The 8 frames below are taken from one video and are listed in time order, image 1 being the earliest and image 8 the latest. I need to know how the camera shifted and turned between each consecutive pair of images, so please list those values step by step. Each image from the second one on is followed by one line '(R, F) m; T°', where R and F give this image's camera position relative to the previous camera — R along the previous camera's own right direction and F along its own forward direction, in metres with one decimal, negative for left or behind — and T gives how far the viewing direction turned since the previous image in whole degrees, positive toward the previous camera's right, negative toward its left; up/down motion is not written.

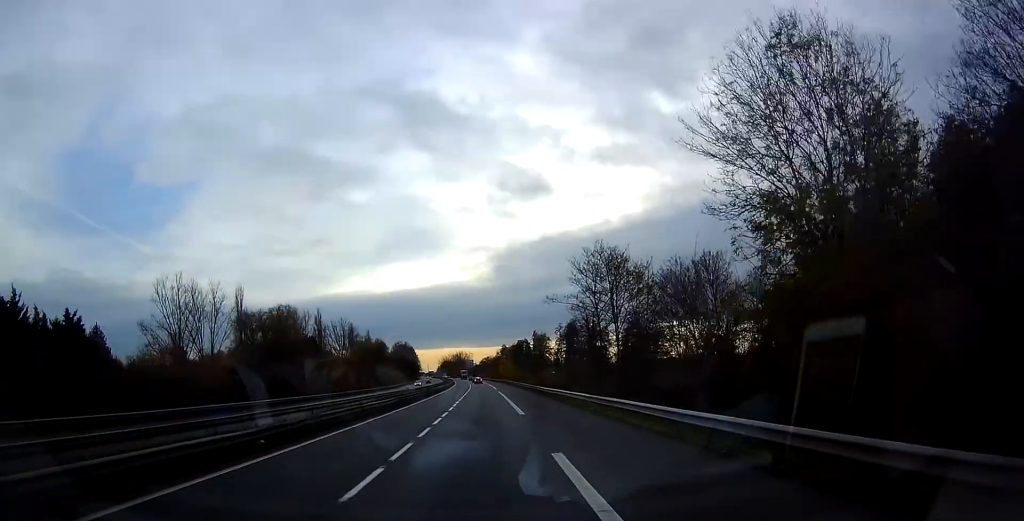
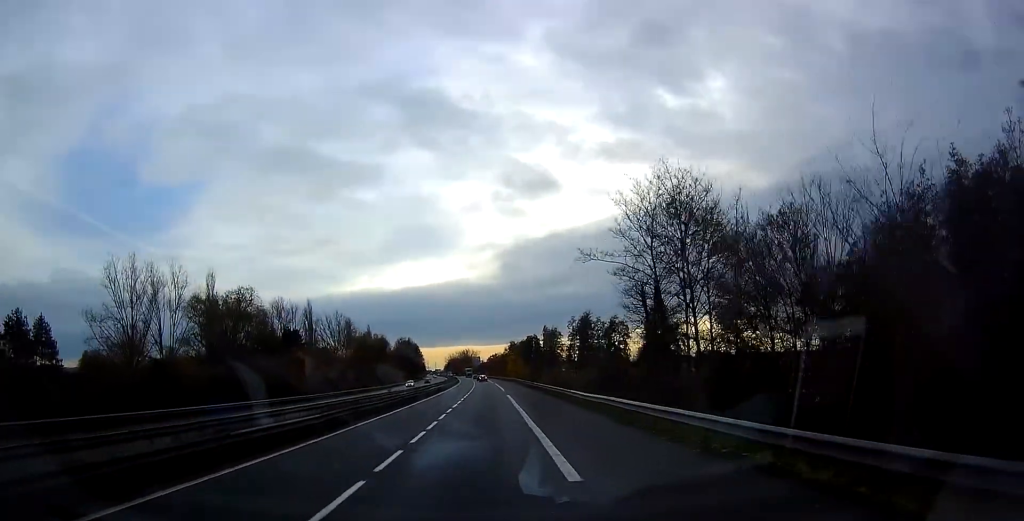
(-0.3, +16.3) m; -1°
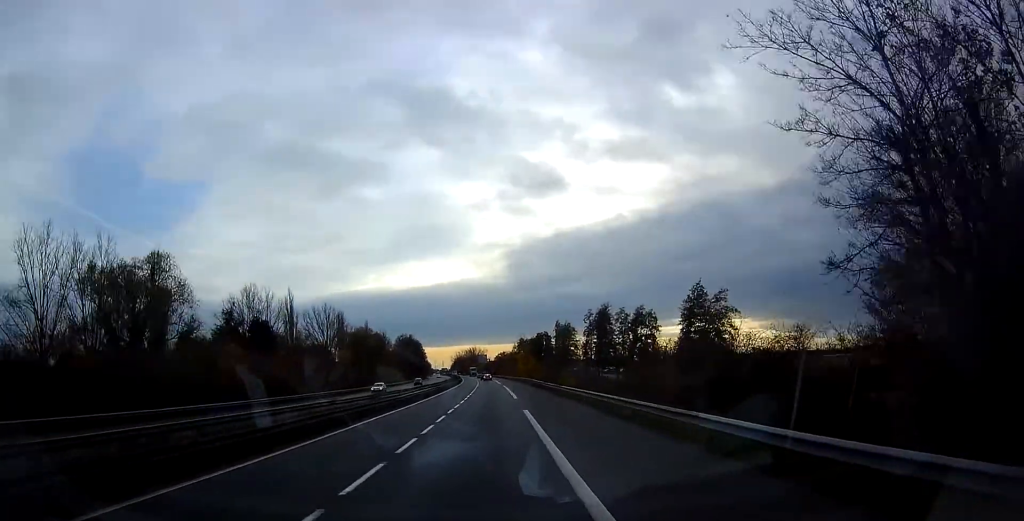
(-0.2, +21.4) m; -1°
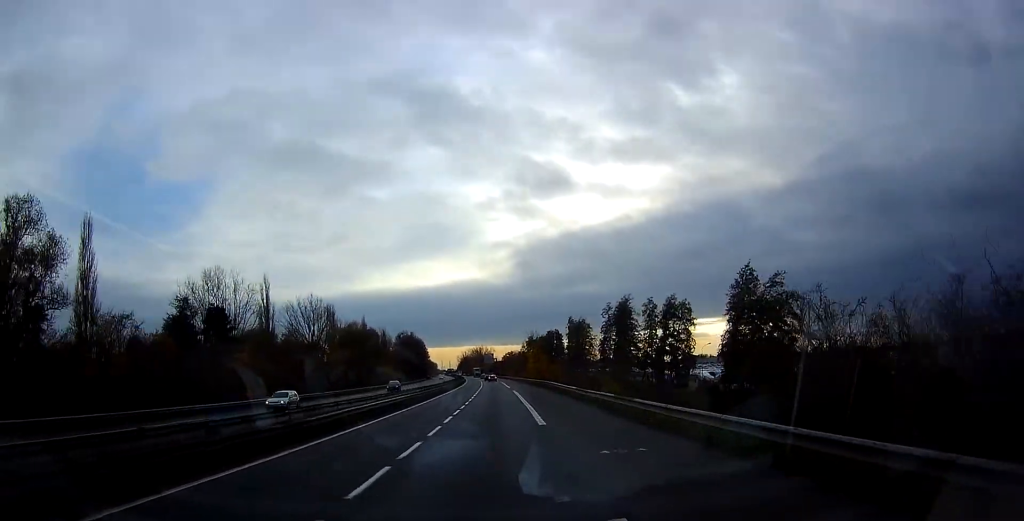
(+0.1, +19.9) m; 0°
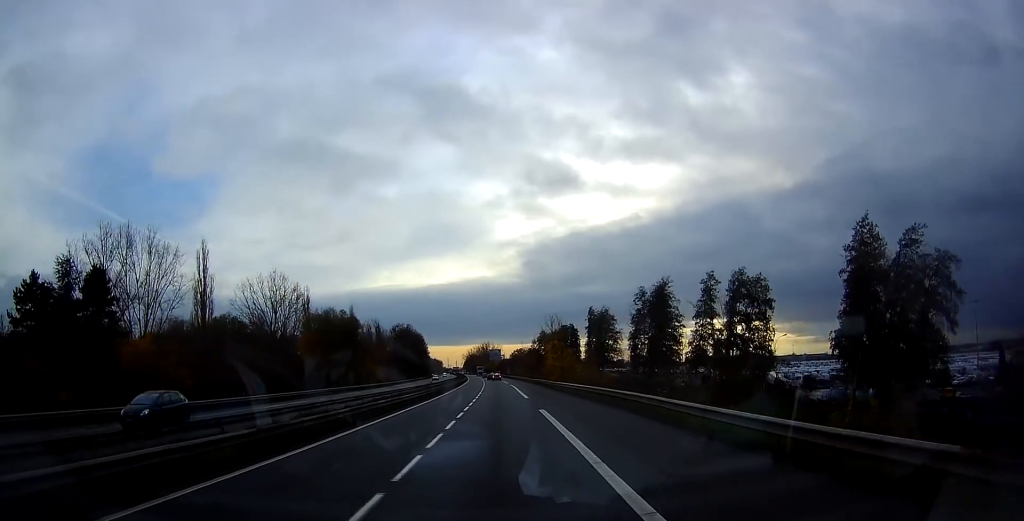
(-0.3, +31.6) m; -1°
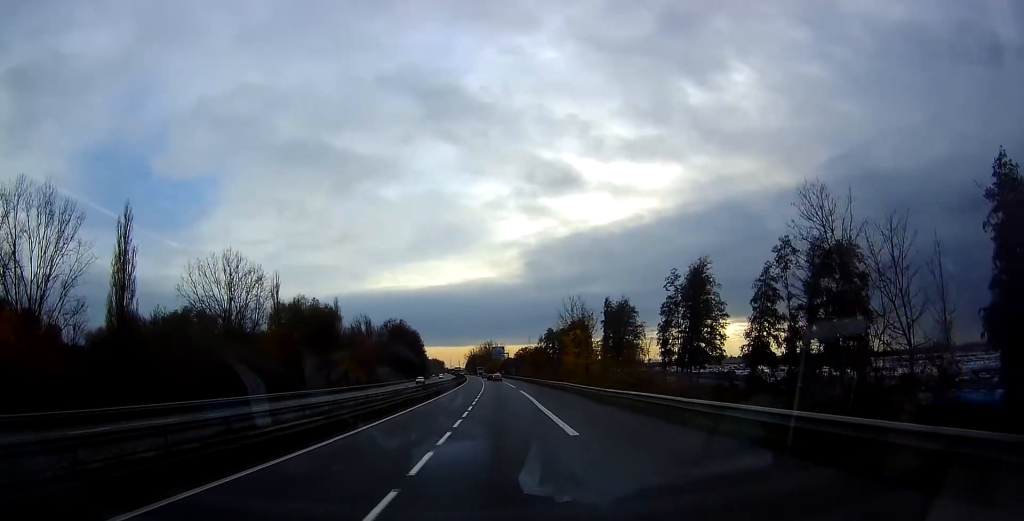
(0.0, +23.9) m; -1°
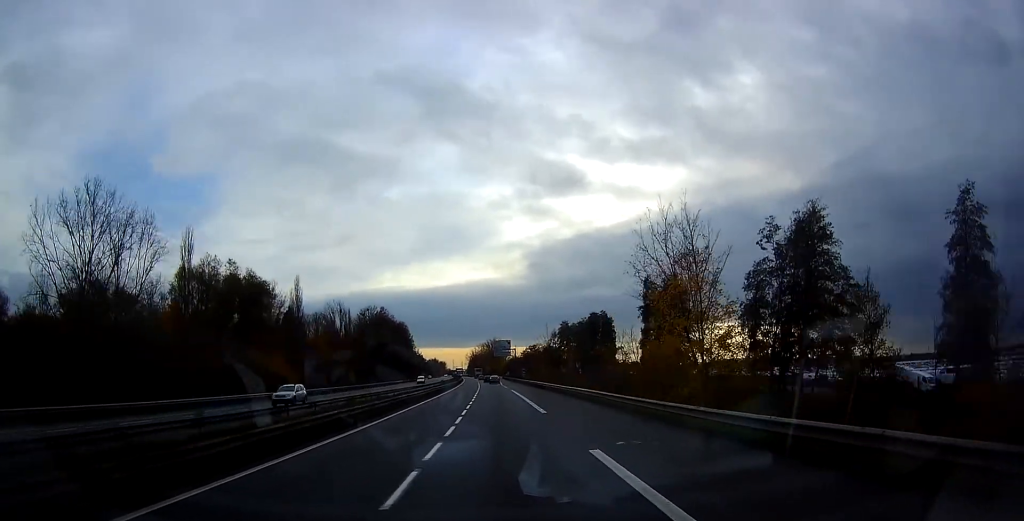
(-0.7, +41.9) m; -1°
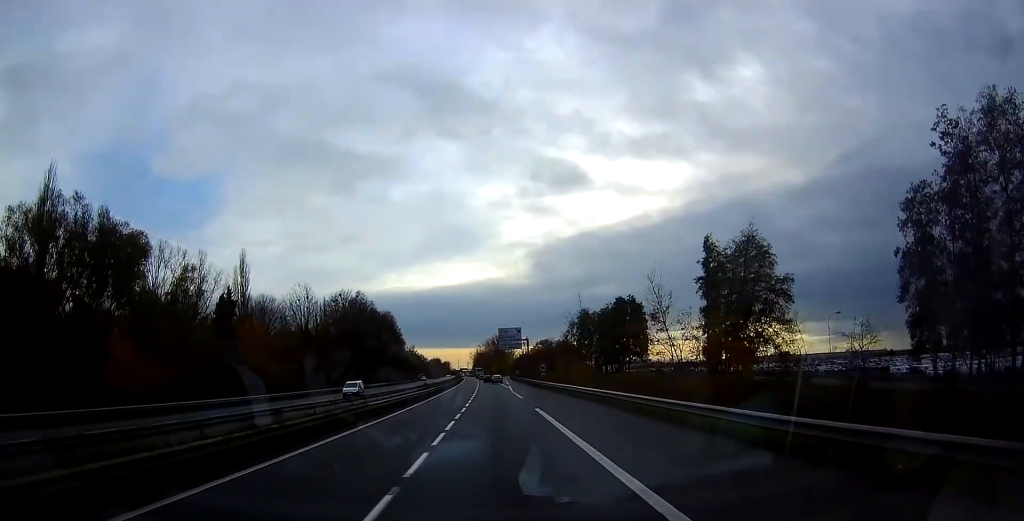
(+0.1, +36.1) m; 0°
